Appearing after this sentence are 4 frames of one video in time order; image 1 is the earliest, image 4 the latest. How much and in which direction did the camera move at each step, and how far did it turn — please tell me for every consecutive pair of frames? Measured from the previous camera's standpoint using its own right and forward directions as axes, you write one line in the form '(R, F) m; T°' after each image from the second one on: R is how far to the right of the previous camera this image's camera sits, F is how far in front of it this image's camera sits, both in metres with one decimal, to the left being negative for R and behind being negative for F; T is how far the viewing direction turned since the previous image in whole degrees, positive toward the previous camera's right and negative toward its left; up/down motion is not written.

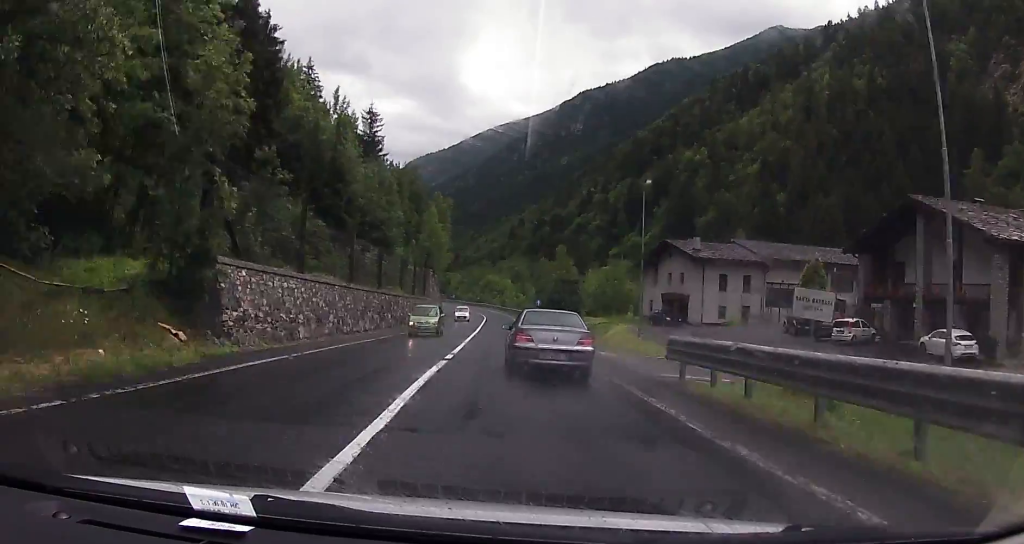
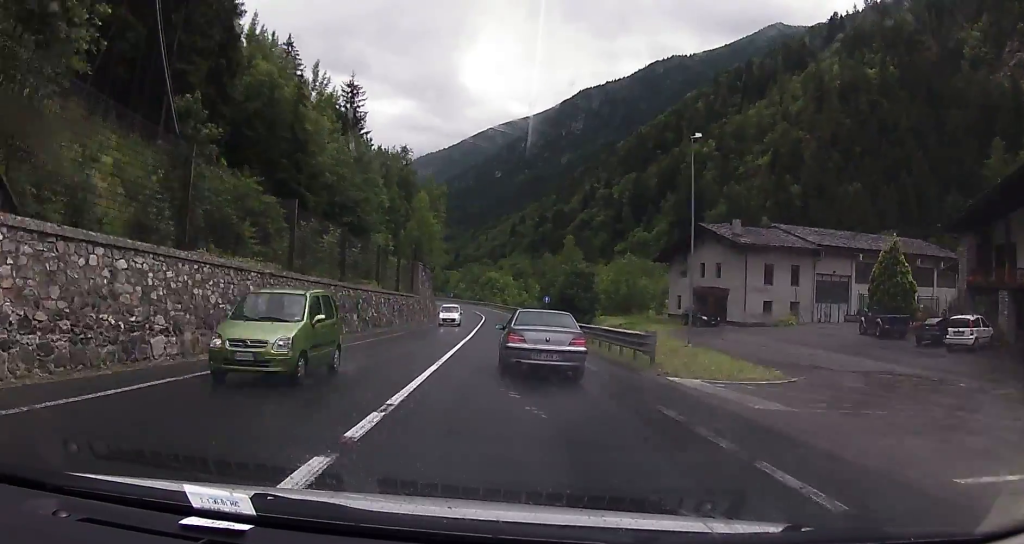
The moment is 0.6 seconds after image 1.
(0.0, +11.9) m; 0°
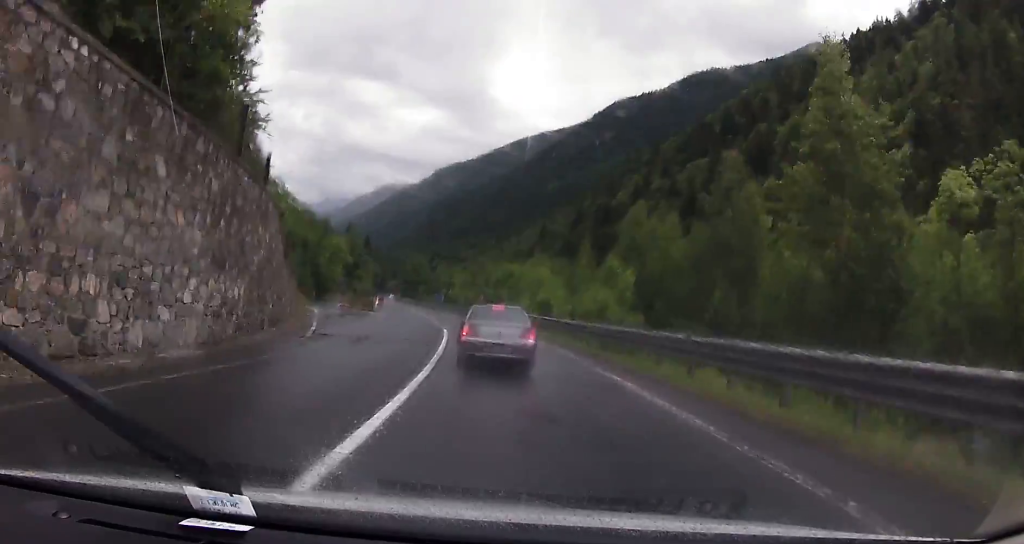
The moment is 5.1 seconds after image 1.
(+0.2, +79.7) m; -2°
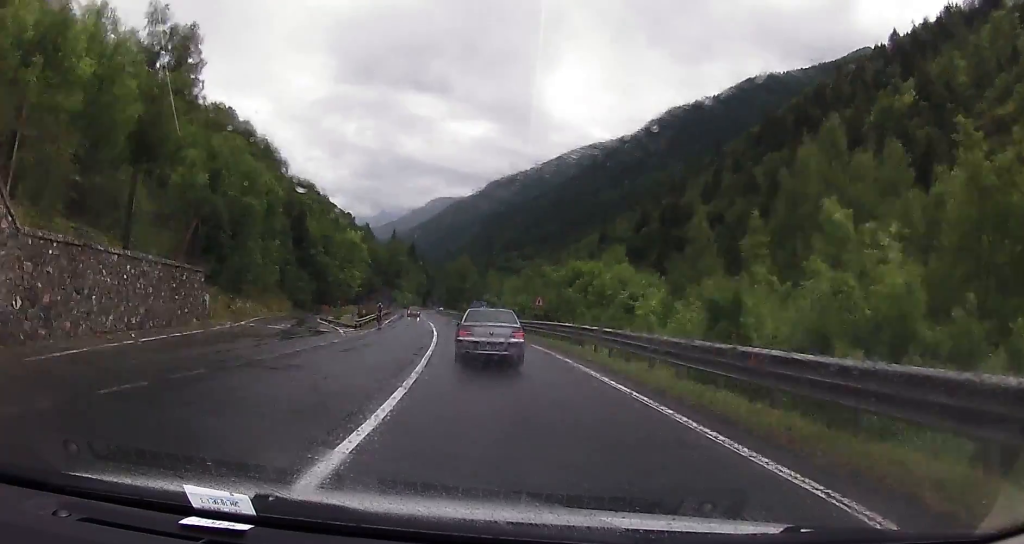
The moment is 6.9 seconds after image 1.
(-1.1, +29.1) m; -5°
